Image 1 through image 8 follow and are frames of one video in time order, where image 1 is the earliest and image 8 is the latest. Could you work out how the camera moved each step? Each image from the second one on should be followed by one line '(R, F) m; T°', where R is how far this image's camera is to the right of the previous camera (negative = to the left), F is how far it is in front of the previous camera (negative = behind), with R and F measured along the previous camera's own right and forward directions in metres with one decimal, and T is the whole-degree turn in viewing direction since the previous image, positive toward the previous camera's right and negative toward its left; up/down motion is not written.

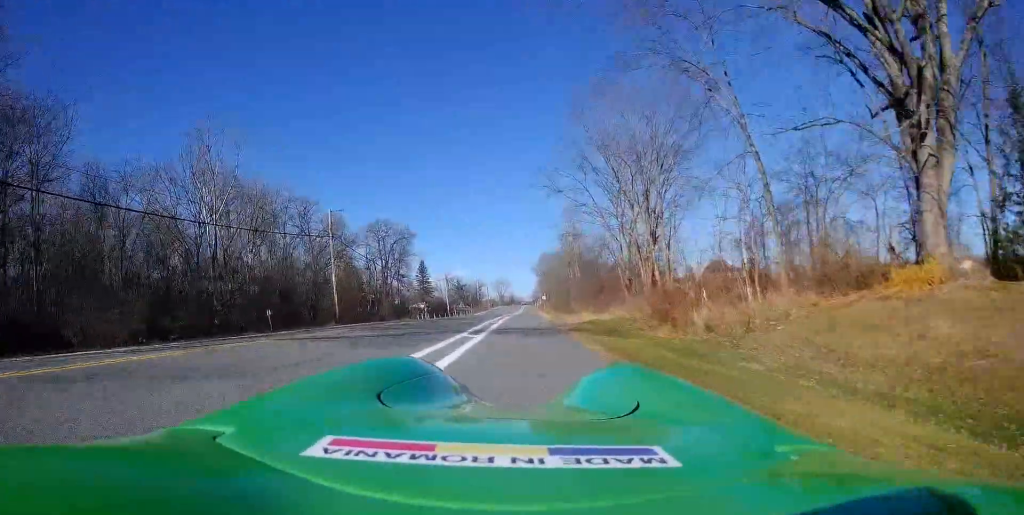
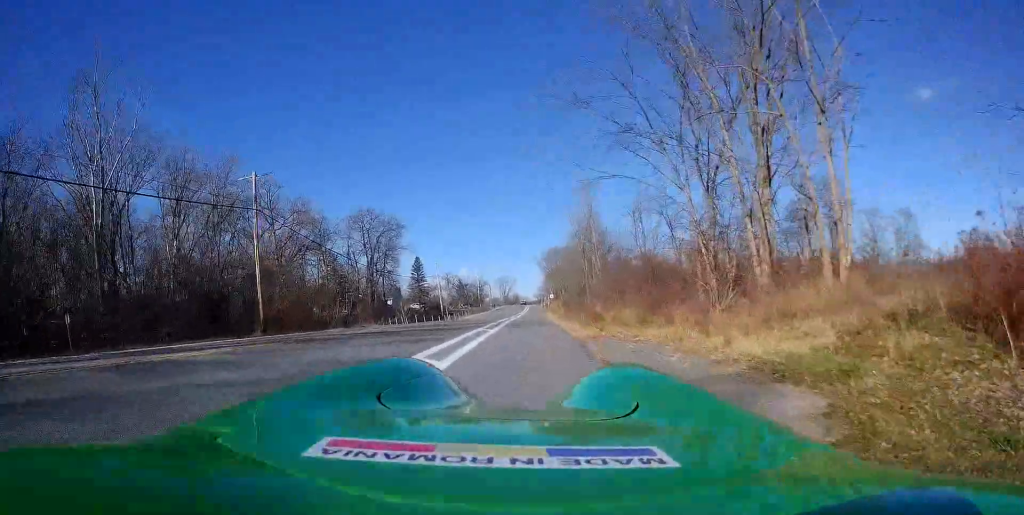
(-0.7, +14.8) m; 0°
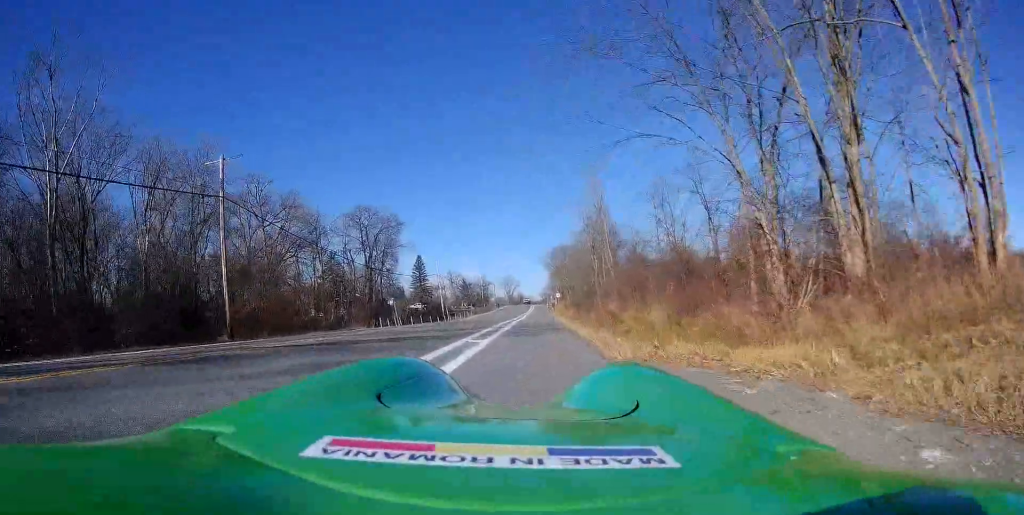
(+0.1, +4.6) m; +1°
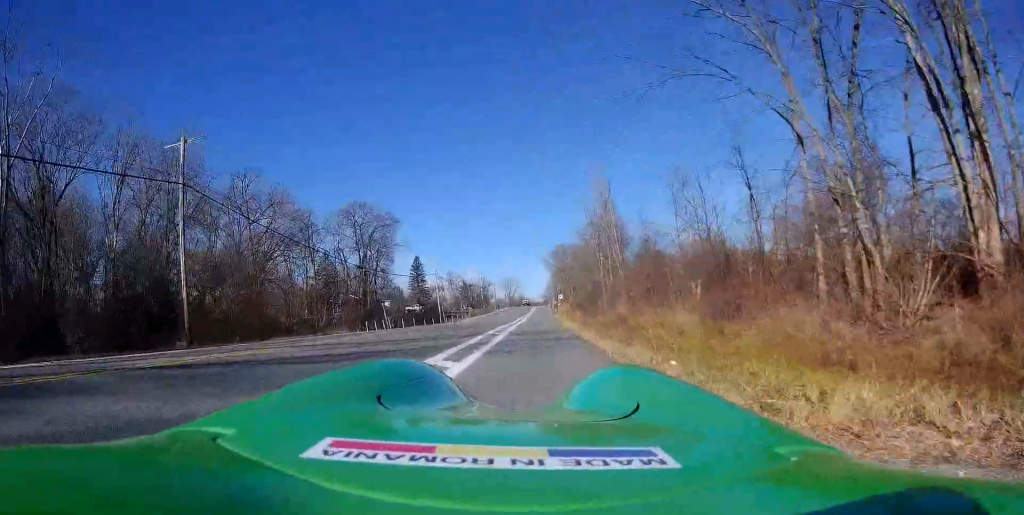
(+0.4, +3.9) m; 0°
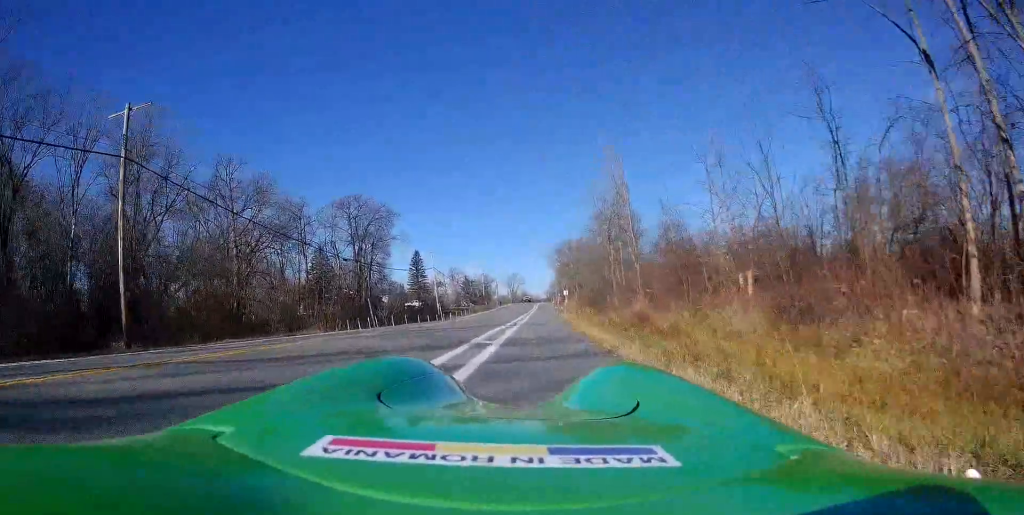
(0.0, +5.0) m; 0°
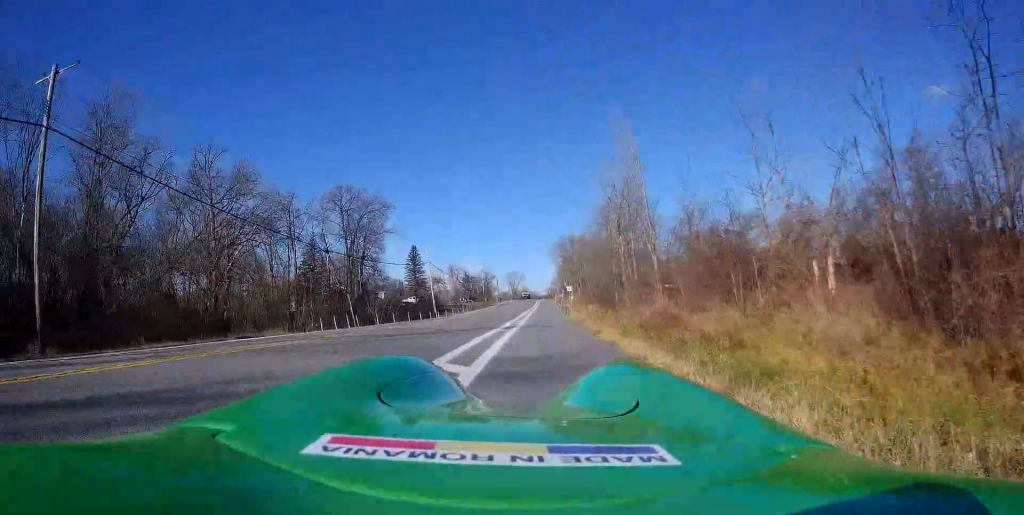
(-0.4, +4.6) m; -1°
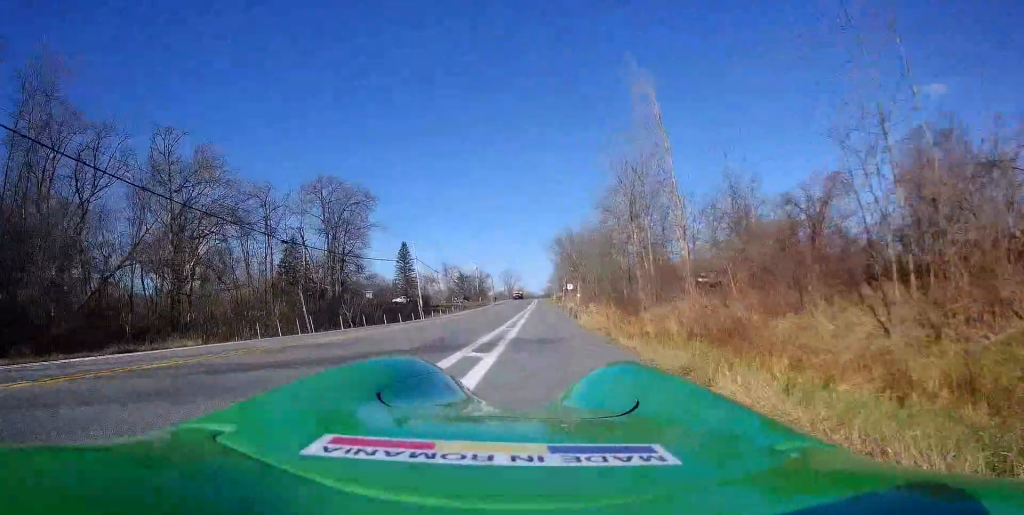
(+0.3, +7.0) m; +2°
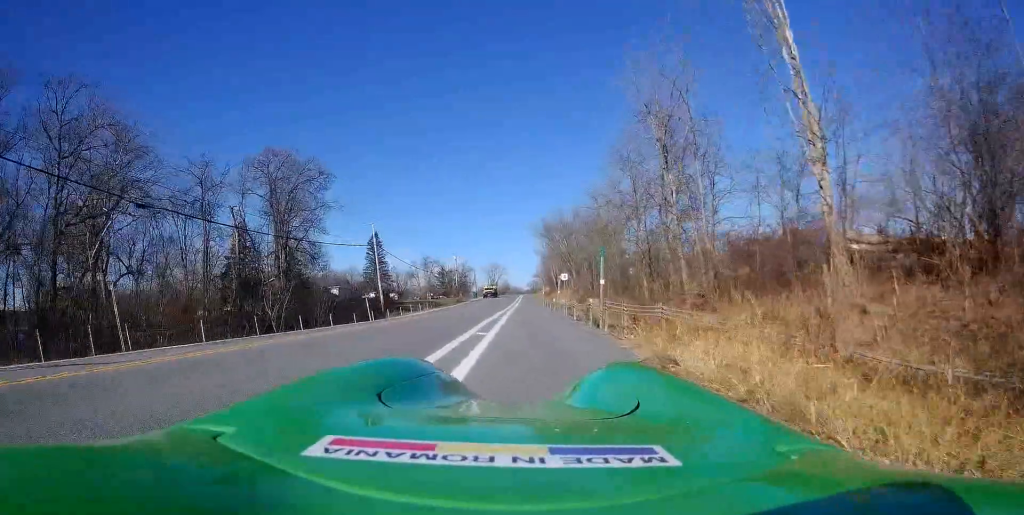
(+0.1, +13.7) m; -1°
